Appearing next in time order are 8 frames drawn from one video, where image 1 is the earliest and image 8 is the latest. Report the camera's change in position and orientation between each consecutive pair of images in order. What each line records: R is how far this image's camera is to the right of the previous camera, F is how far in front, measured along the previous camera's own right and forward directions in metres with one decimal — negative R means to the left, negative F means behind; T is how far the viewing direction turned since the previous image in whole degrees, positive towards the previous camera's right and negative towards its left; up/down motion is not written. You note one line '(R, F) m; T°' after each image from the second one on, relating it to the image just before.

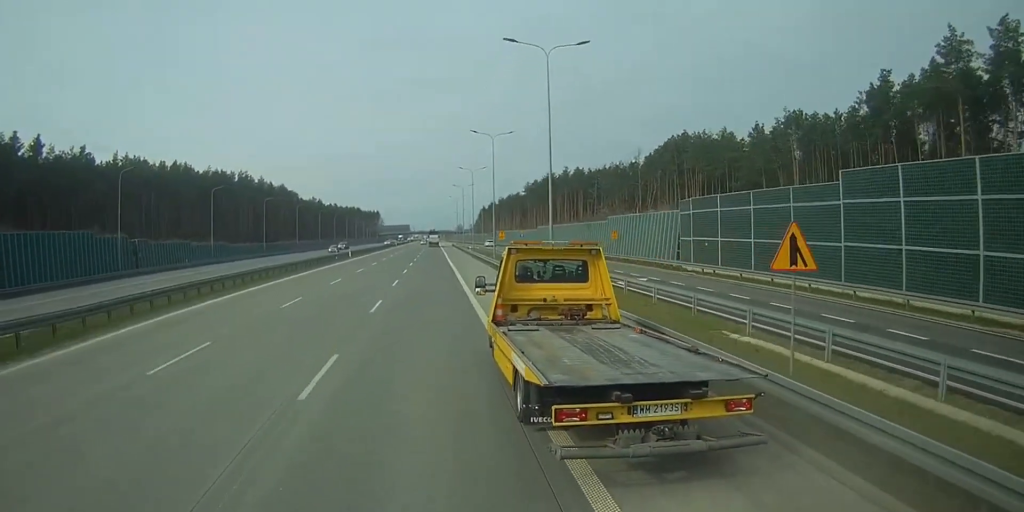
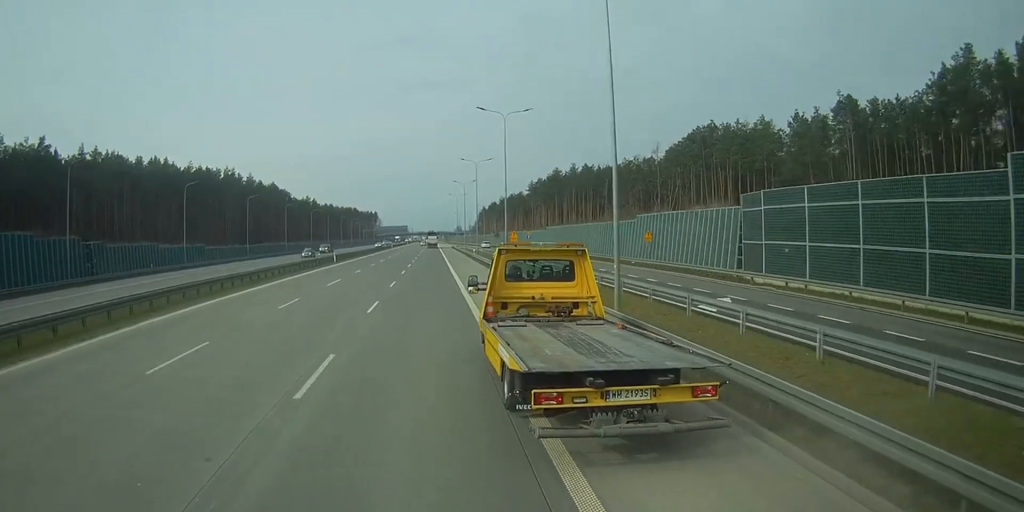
(0.0, +12.1) m; 0°
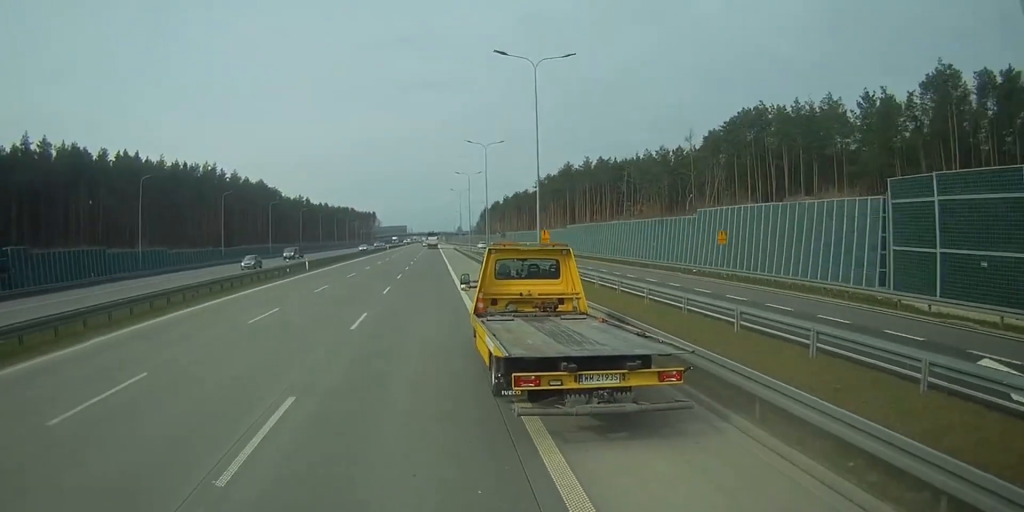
(0.0, +16.1) m; 0°
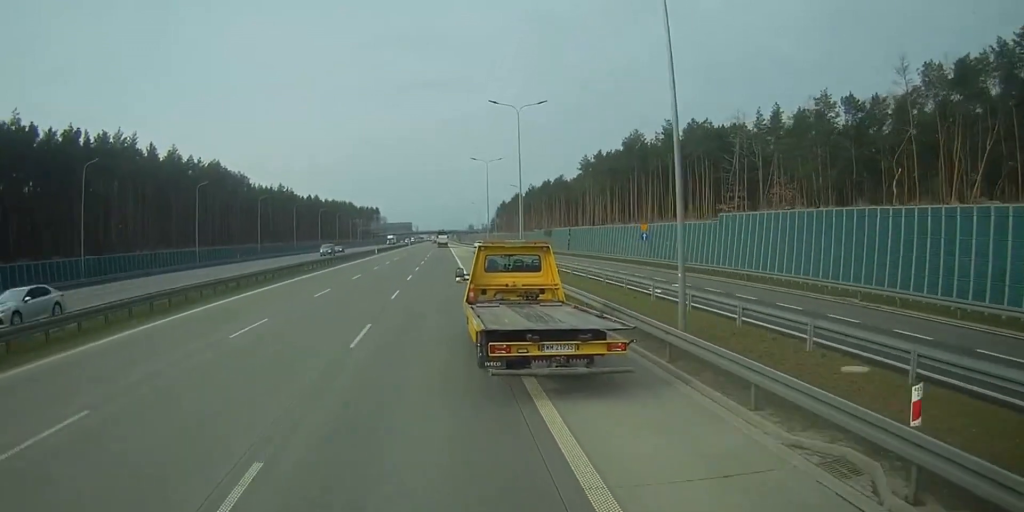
(0.0, +51.5) m; 0°
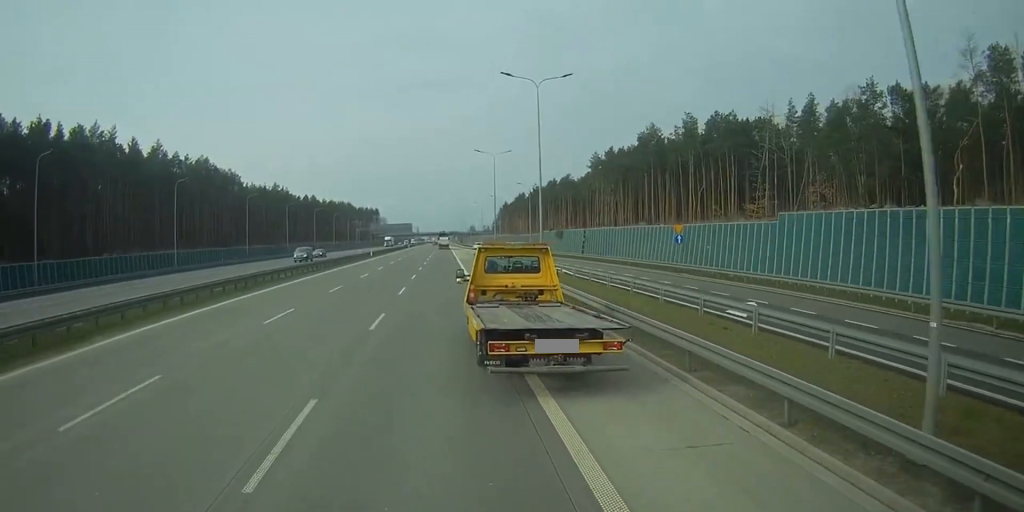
(0.0, +9.1) m; 0°
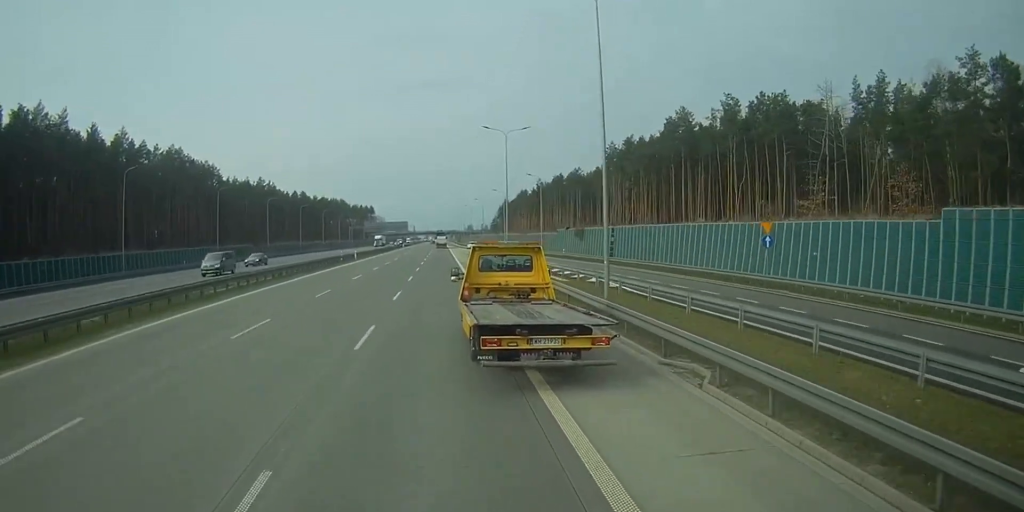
(0.0, +15.2) m; 0°
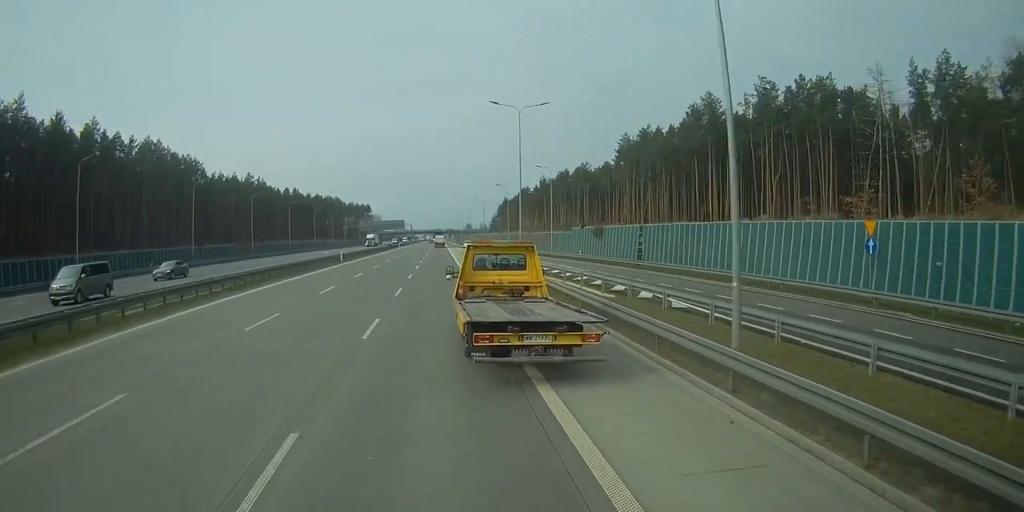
(0.0, +10.1) m; 0°
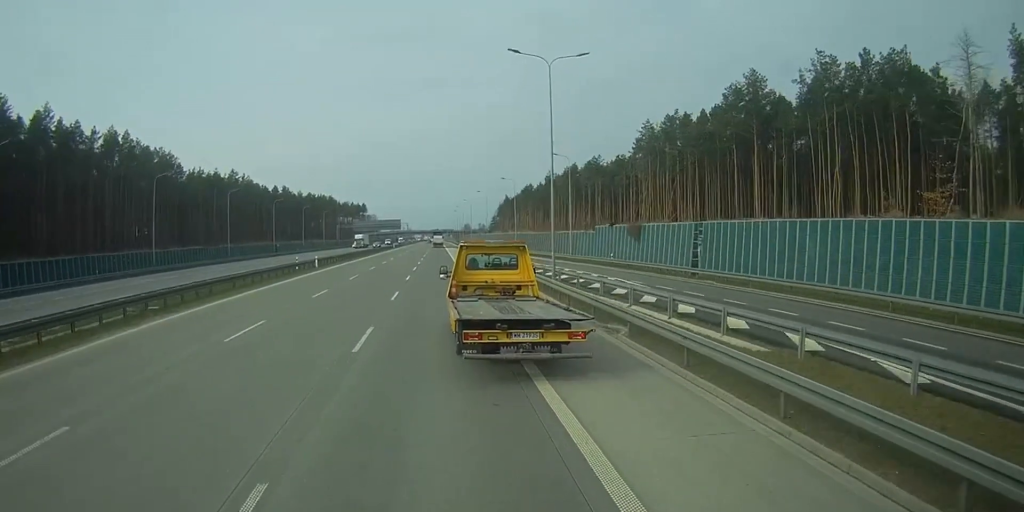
(0.0, +14.2) m; 0°
